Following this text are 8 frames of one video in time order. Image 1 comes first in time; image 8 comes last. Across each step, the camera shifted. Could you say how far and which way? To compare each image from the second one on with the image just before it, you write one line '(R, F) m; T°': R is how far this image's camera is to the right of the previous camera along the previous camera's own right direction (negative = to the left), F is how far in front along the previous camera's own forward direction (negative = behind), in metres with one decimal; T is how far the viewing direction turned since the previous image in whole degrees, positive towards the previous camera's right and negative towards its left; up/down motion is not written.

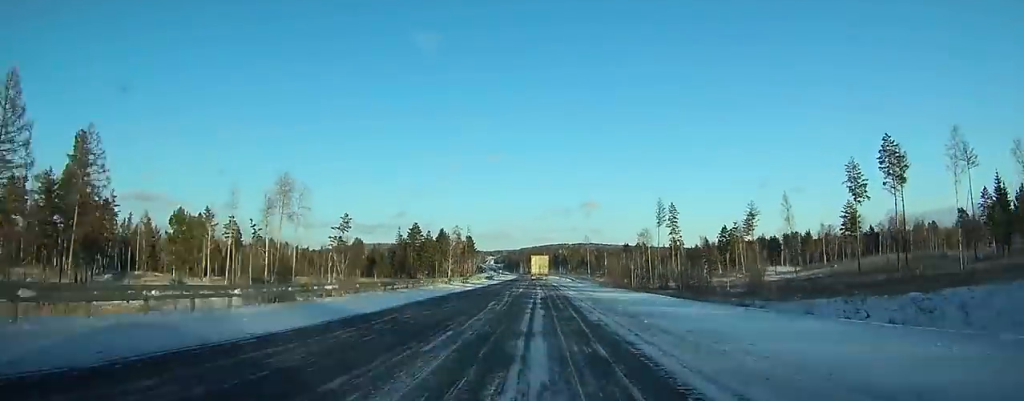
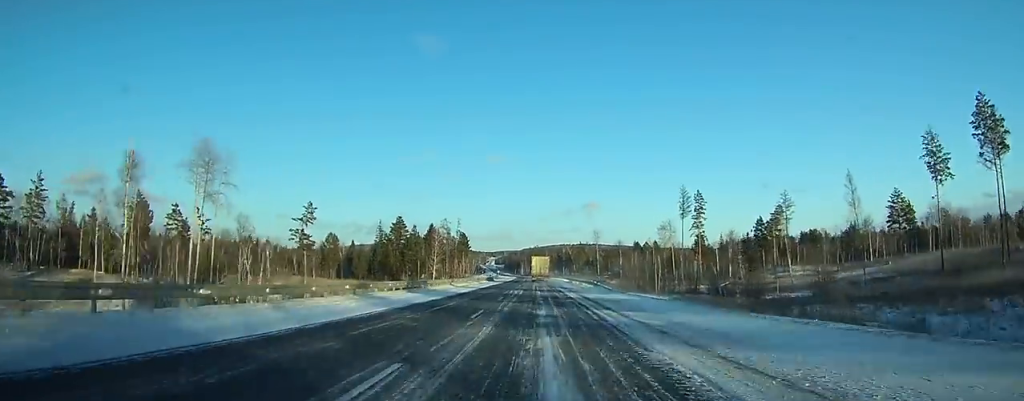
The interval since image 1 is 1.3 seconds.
(0.0, +29.3) m; 0°
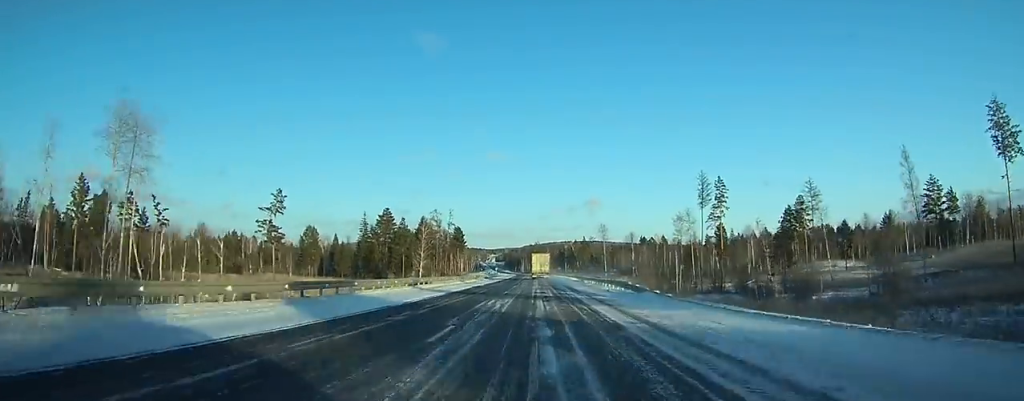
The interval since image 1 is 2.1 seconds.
(0.0, +18.4) m; 0°
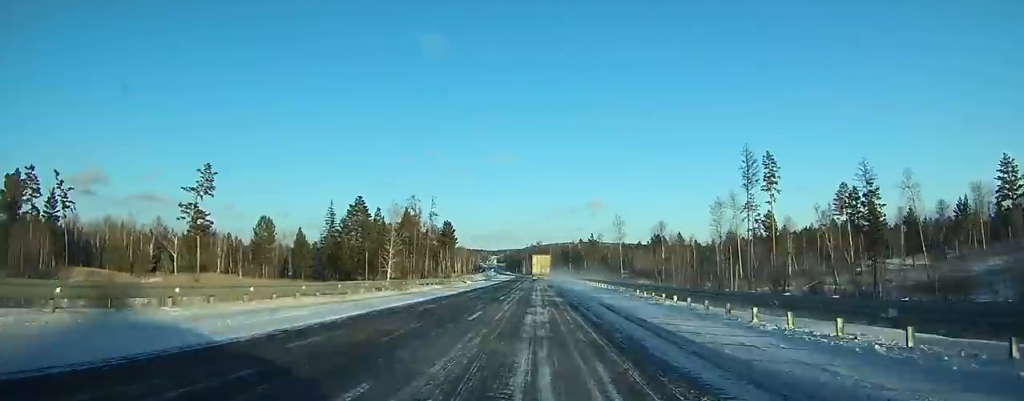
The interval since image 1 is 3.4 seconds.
(-0.1, +30.6) m; 0°
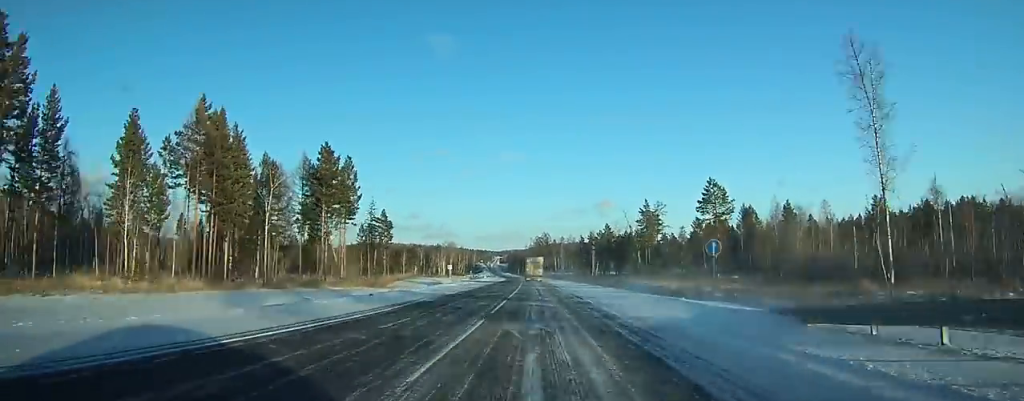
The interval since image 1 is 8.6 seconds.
(-0.8, +117.5) m; -1°
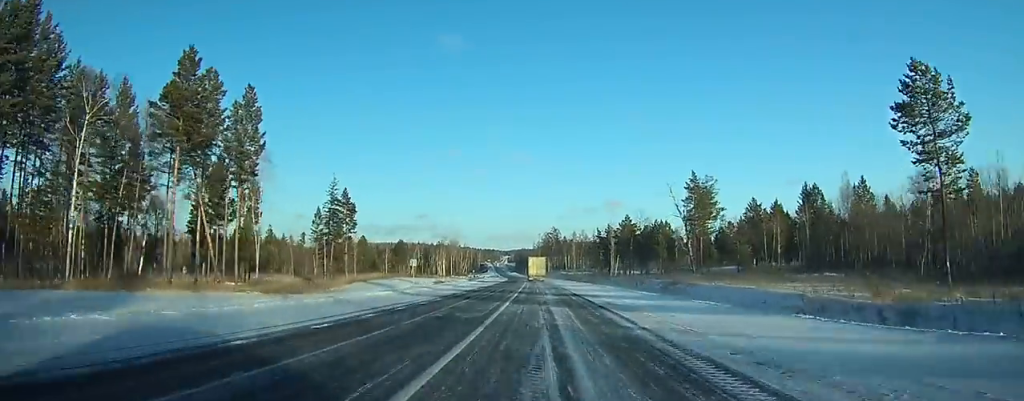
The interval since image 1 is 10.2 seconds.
(-0.1, +35.7) m; -1°
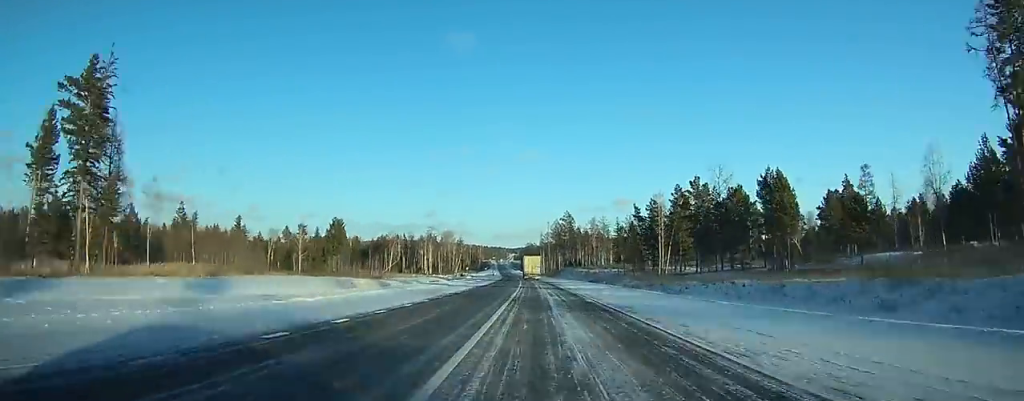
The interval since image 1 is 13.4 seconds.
(-0.5, +70.5) m; -1°
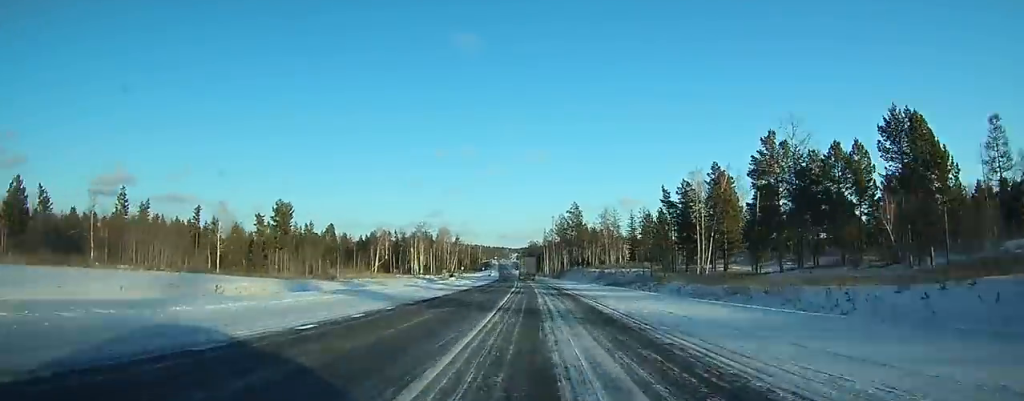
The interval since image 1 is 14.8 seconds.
(0.0, +30.4) m; 0°
